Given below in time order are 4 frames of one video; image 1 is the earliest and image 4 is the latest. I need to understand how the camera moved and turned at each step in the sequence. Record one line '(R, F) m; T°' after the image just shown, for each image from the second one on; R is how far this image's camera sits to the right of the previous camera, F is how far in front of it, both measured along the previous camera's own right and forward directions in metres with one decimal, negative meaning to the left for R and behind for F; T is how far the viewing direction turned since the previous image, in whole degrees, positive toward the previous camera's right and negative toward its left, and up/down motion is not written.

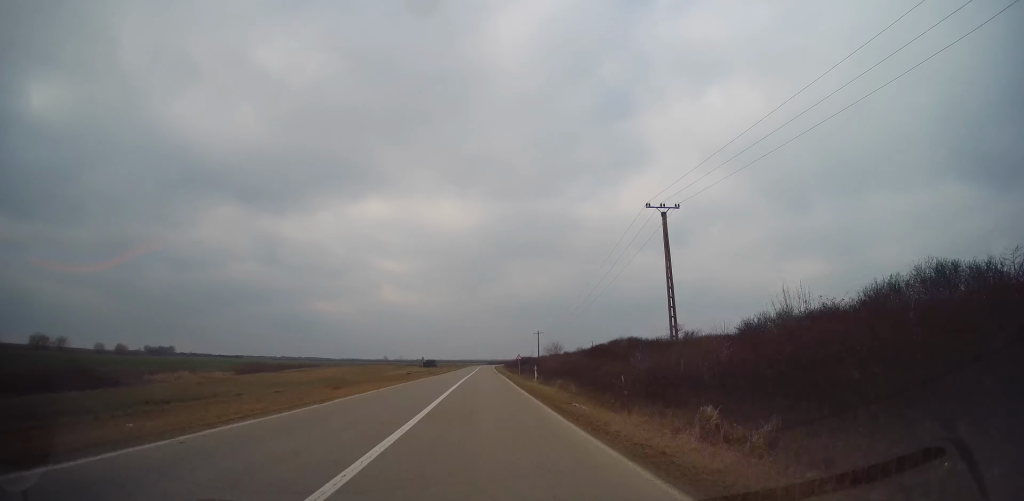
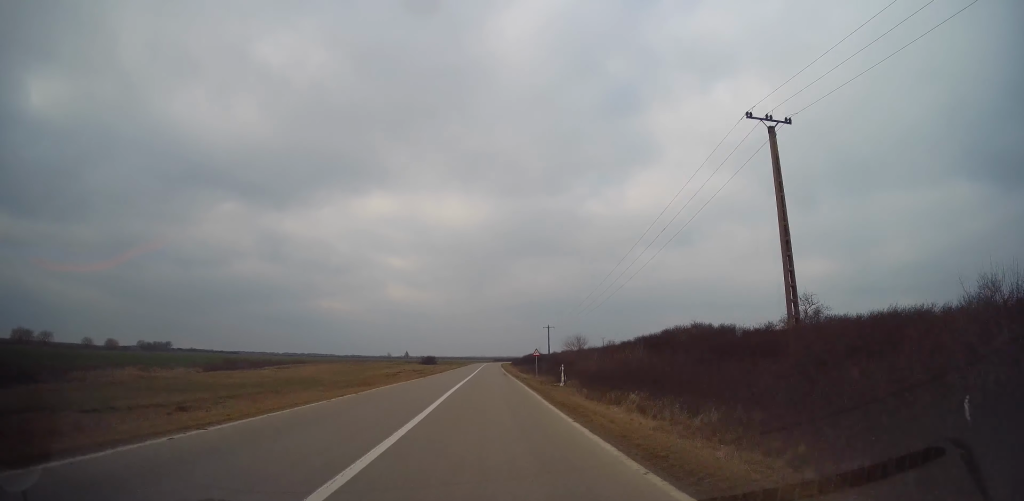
(0.0, +15.3) m; 0°
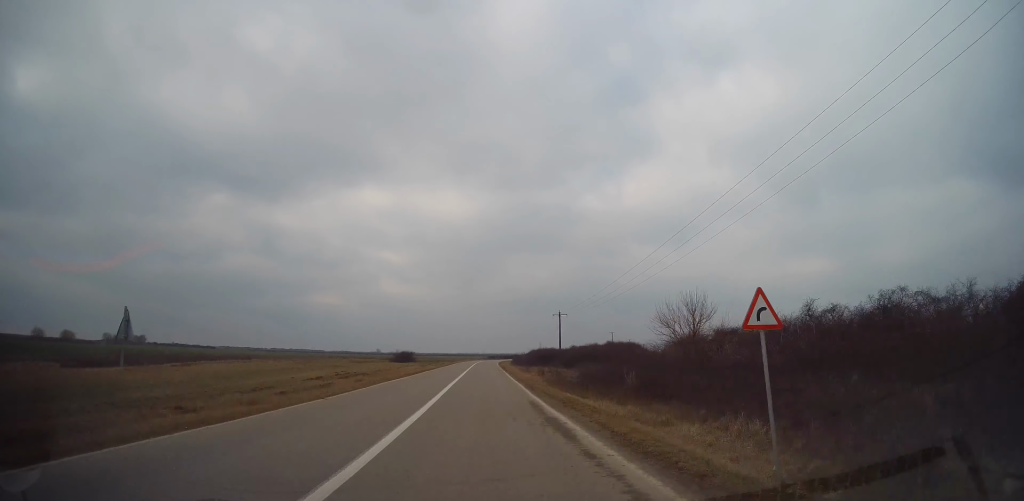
(-0.3, +35.5) m; -1°
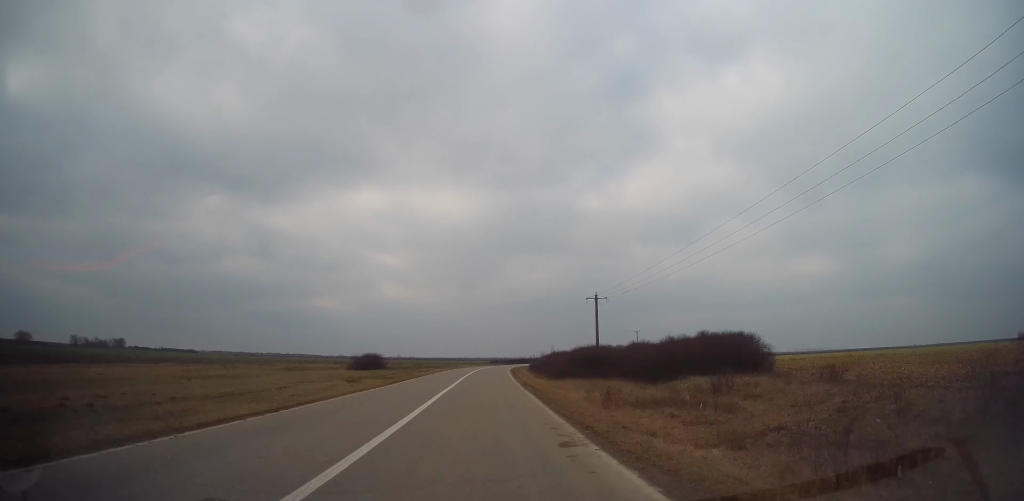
(0.0, +38.9) m; 0°
